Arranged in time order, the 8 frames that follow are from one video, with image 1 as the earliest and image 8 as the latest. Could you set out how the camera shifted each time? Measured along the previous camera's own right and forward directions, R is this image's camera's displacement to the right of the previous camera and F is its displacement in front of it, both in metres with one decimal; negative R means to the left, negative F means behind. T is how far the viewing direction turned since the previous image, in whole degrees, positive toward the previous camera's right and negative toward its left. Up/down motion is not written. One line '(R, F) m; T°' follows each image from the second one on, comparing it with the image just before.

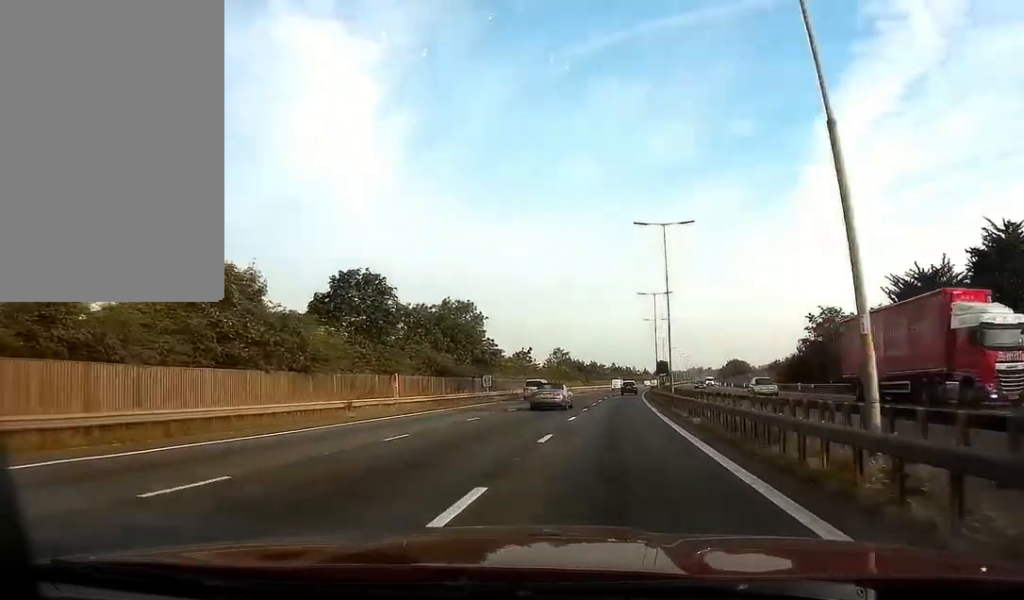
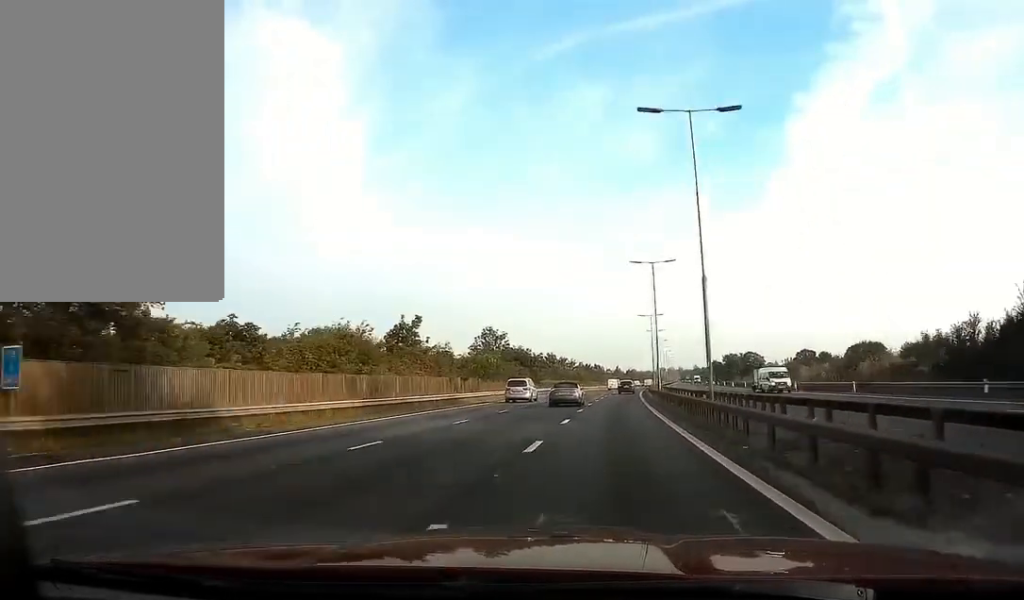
(+1.1, +56.4) m; +2°
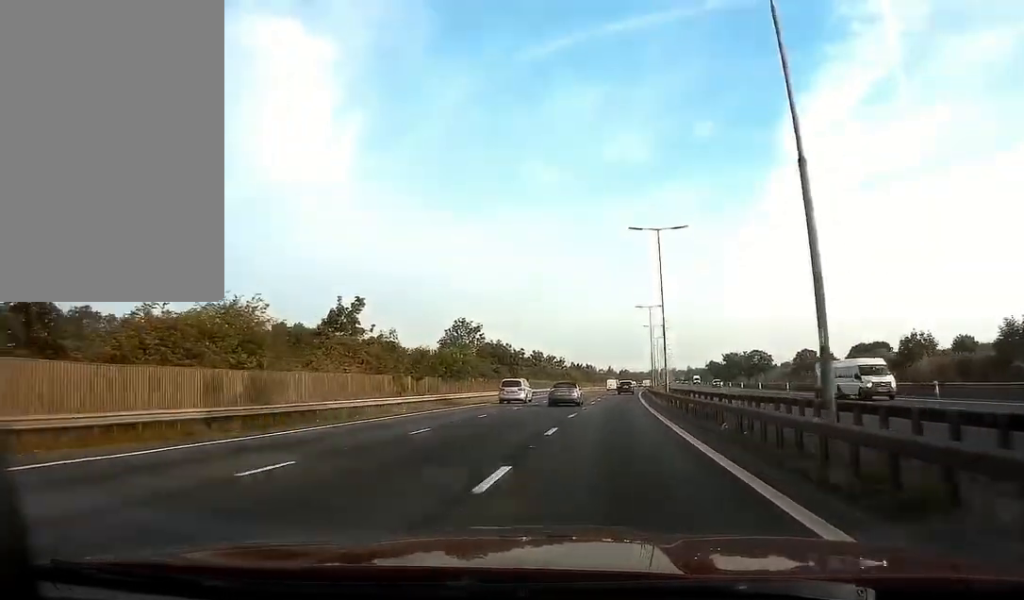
(+0.2, +13.9) m; +1°
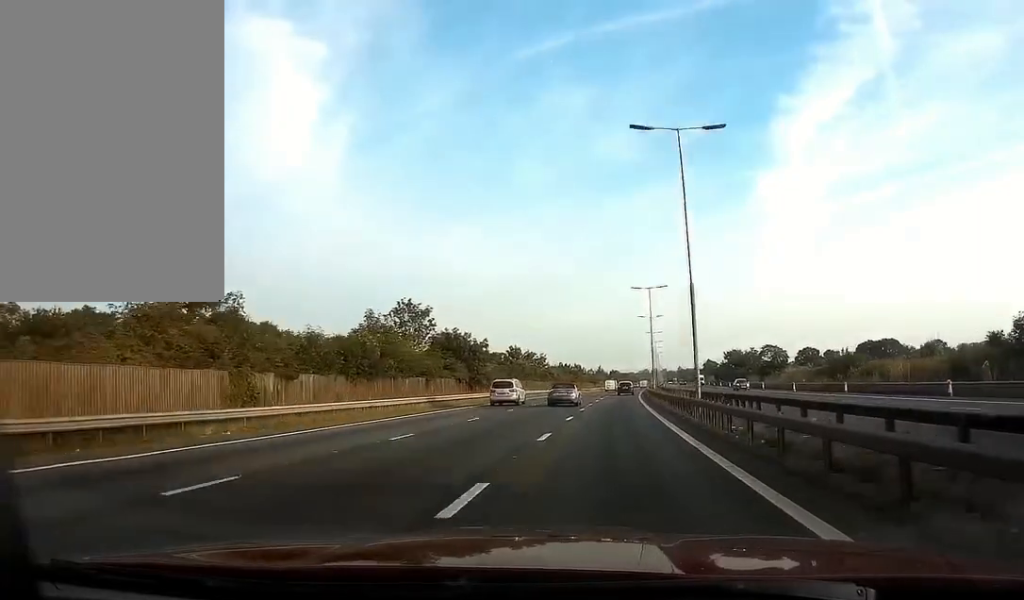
(+0.1, +19.7) m; +1°
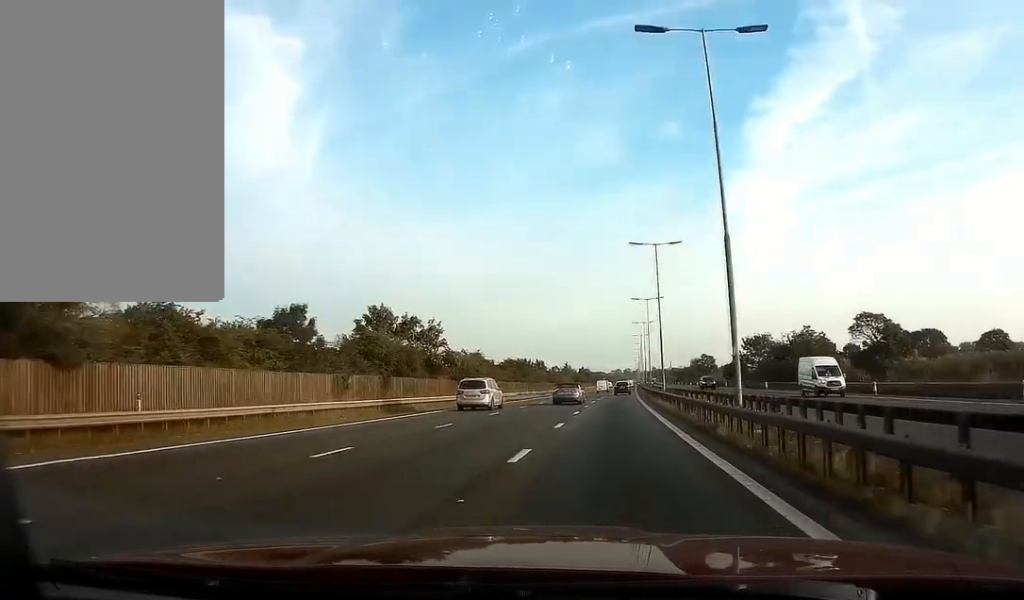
(+1.1, +58.3) m; +3°
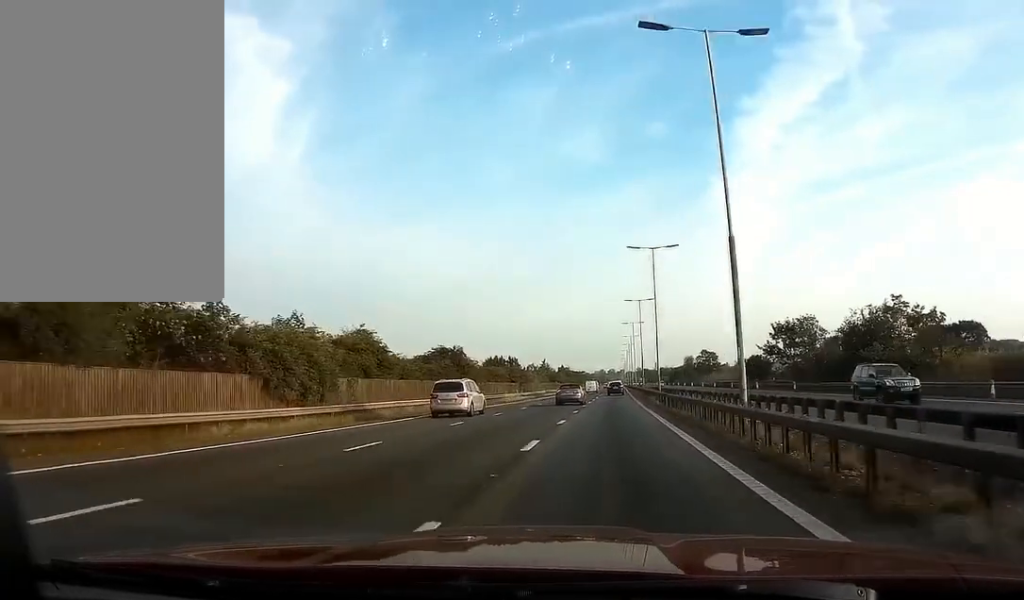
(+0.7, +34.2) m; +1°
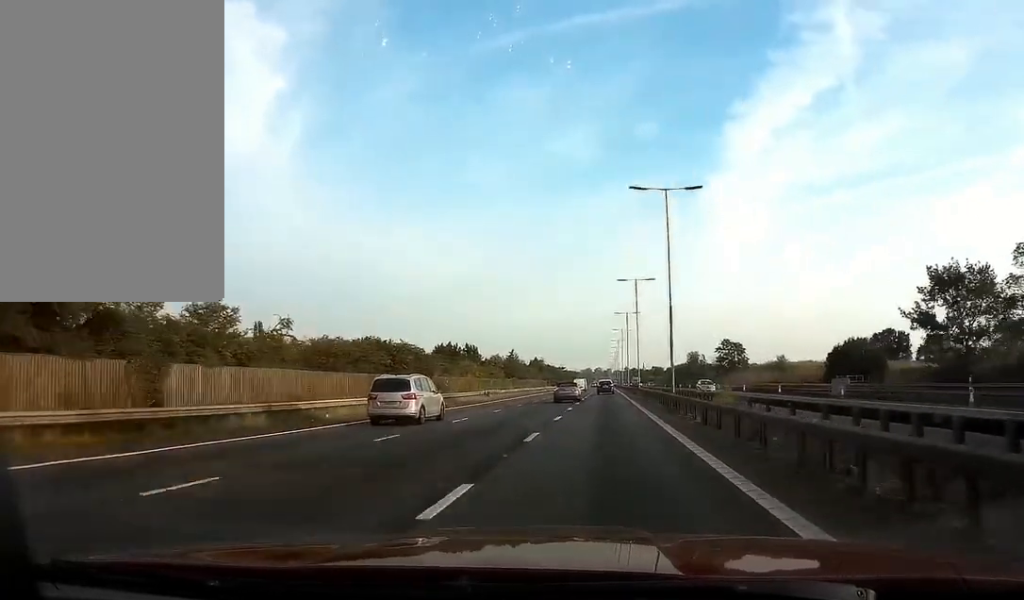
(+0.2, +52.2) m; +1°
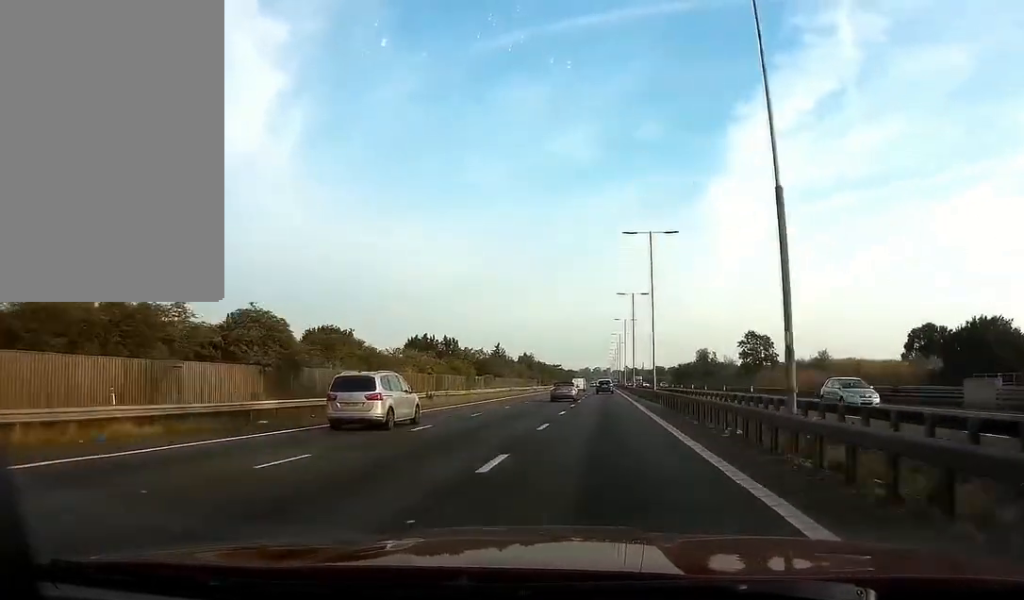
(+0.2, +23.7) m; 0°
